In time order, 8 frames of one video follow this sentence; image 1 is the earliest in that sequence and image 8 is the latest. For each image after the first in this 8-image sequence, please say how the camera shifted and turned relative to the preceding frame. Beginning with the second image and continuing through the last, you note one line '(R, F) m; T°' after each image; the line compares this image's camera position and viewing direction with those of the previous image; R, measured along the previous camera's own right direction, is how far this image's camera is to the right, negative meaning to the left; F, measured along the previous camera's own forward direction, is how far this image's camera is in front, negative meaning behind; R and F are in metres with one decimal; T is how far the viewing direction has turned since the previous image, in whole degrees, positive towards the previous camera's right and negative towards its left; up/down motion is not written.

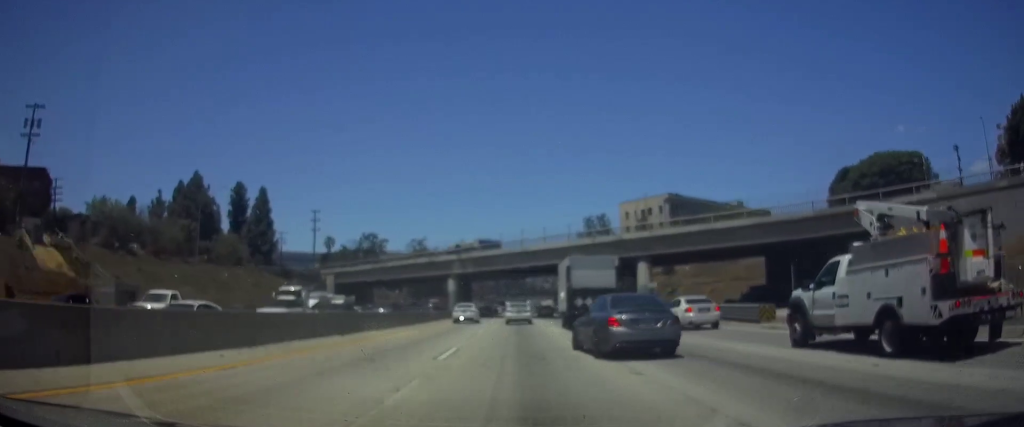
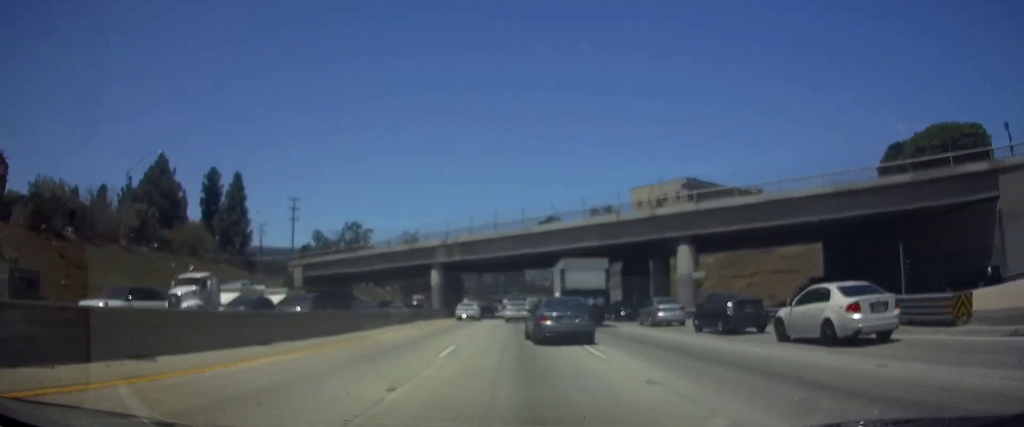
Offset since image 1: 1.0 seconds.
(0.0, +14.3) m; 0°
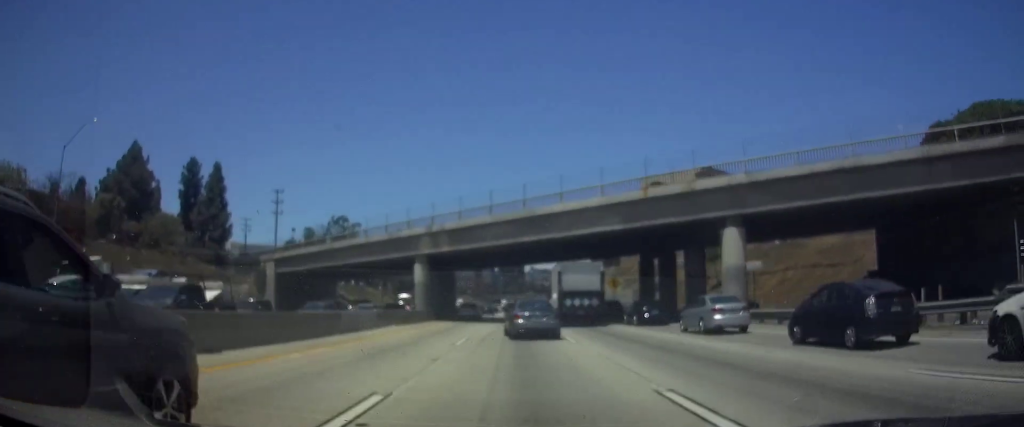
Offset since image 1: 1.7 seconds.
(0.0, +9.8) m; 0°
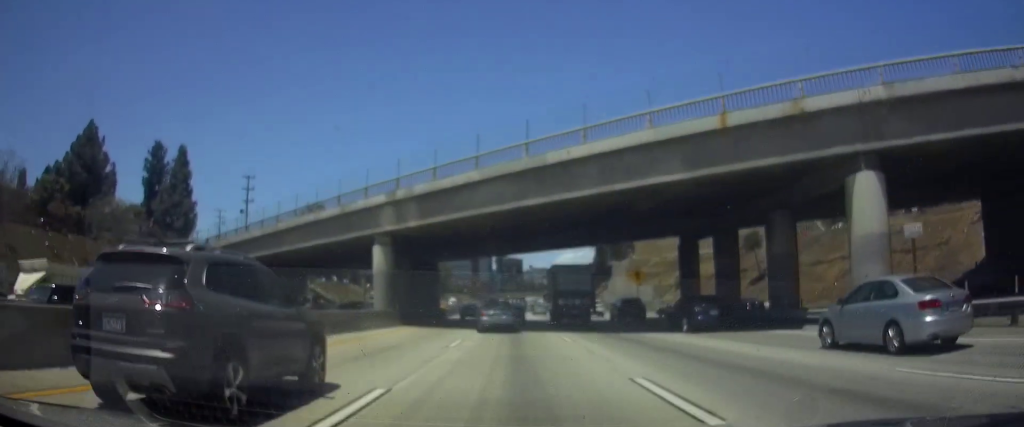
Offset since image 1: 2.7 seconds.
(0.0, +14.2) m; 0°
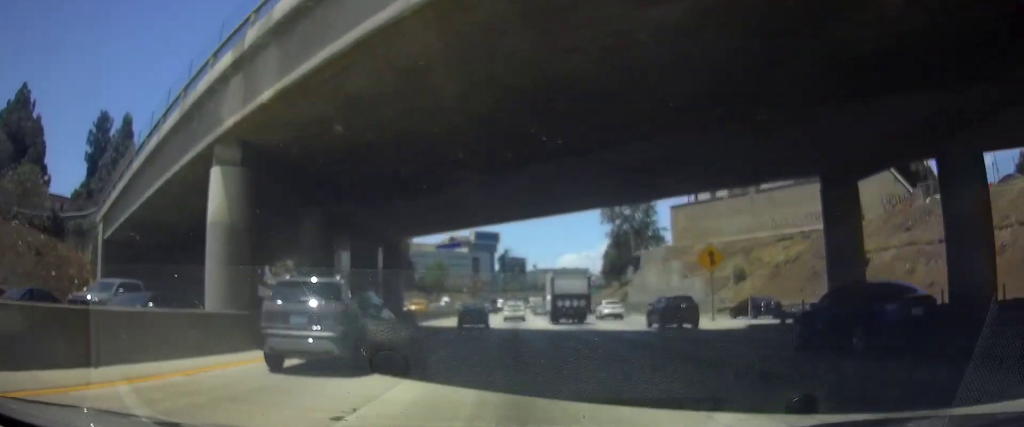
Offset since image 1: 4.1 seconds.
(-0.1, +20.6) m; 0°
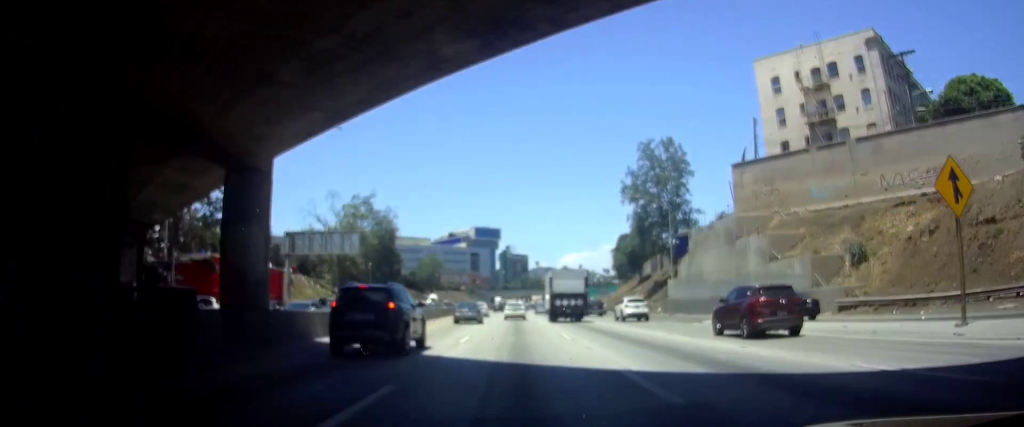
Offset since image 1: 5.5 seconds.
(+0.2, +21.6) m; 0°
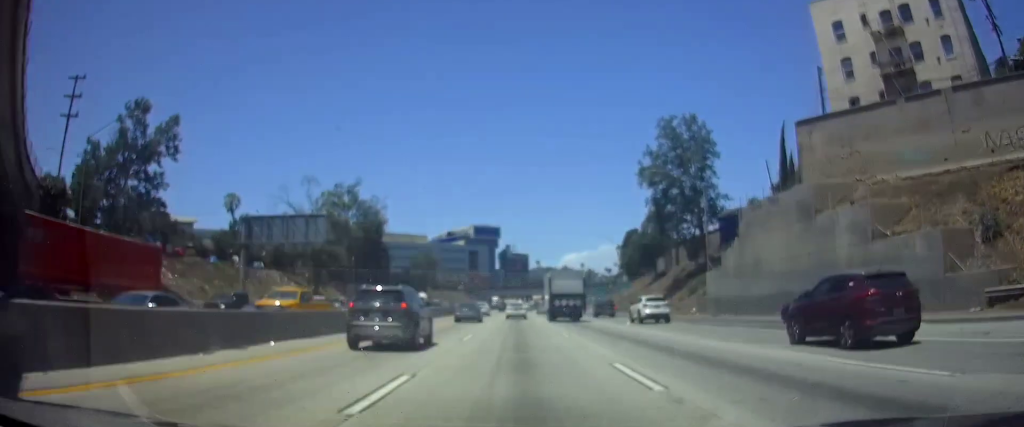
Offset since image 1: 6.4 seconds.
(0.0, +13.4) m; -1°
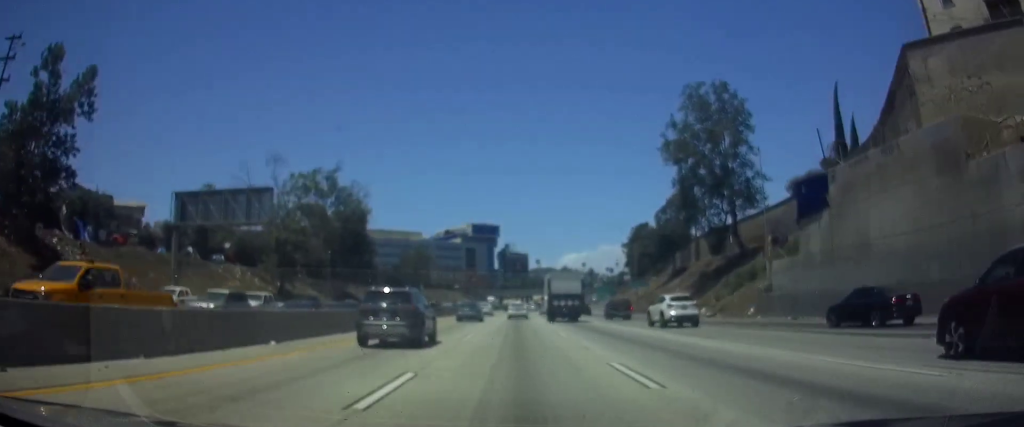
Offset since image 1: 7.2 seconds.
(-0.1, +14.3) m; -1°
